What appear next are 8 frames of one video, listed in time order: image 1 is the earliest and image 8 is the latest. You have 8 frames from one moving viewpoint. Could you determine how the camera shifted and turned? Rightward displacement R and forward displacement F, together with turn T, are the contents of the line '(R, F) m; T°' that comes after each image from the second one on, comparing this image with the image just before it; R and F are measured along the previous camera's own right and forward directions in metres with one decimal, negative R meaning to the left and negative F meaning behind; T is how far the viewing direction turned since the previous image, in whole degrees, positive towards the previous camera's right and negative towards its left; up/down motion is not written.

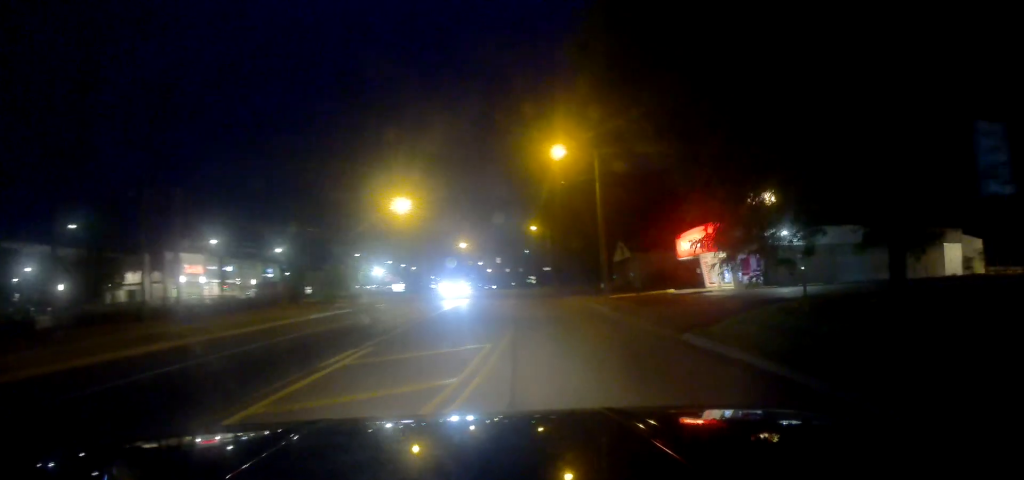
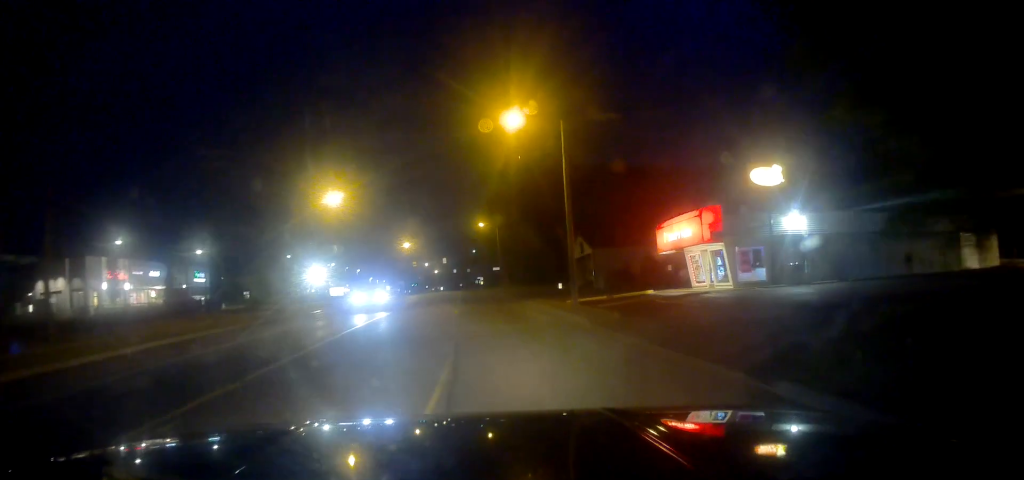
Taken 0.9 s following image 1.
(+0.5, +7.4) m; +6°
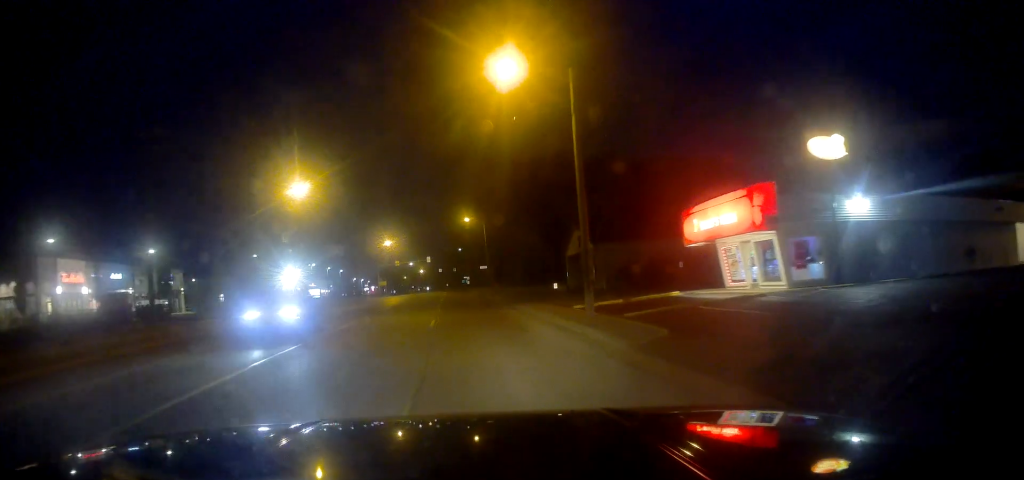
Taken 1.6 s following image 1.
(+0.3, +6.7) m; 0°
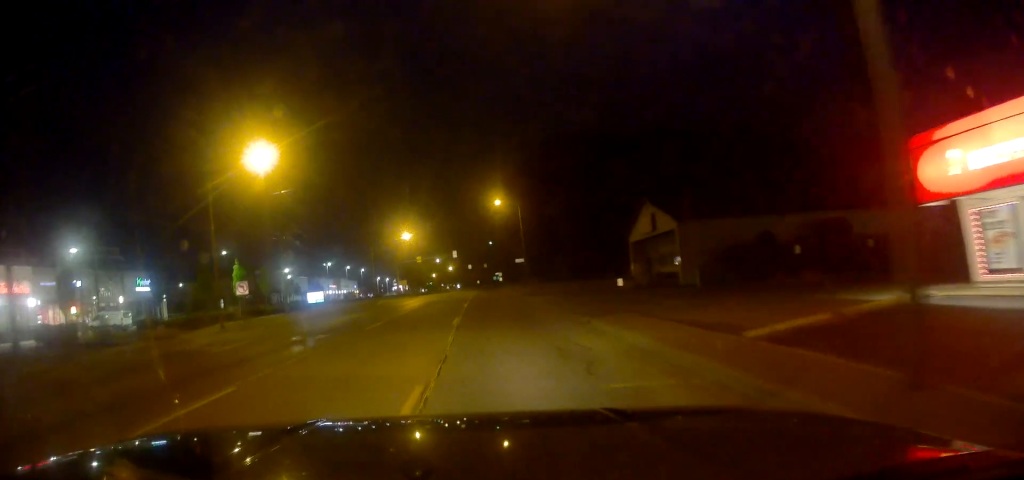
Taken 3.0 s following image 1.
(-0.4, +14.4) m; -3°
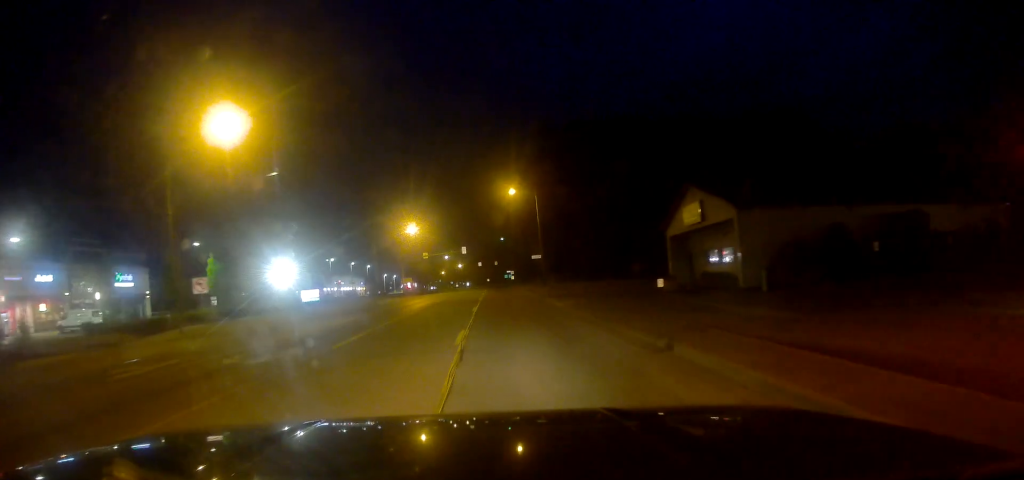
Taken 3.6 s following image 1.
(0.0, +6.8) m; -2°
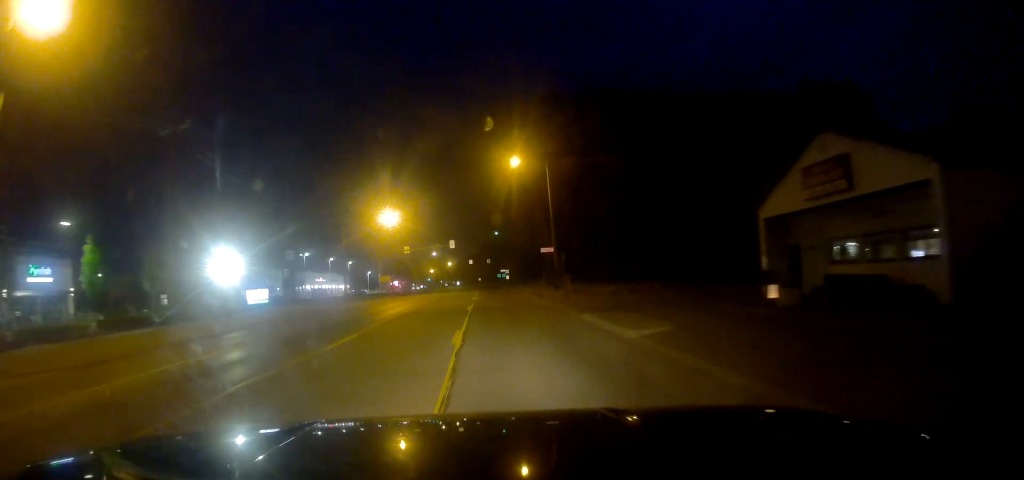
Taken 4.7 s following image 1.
(-0.4, +14.2) m; -1°
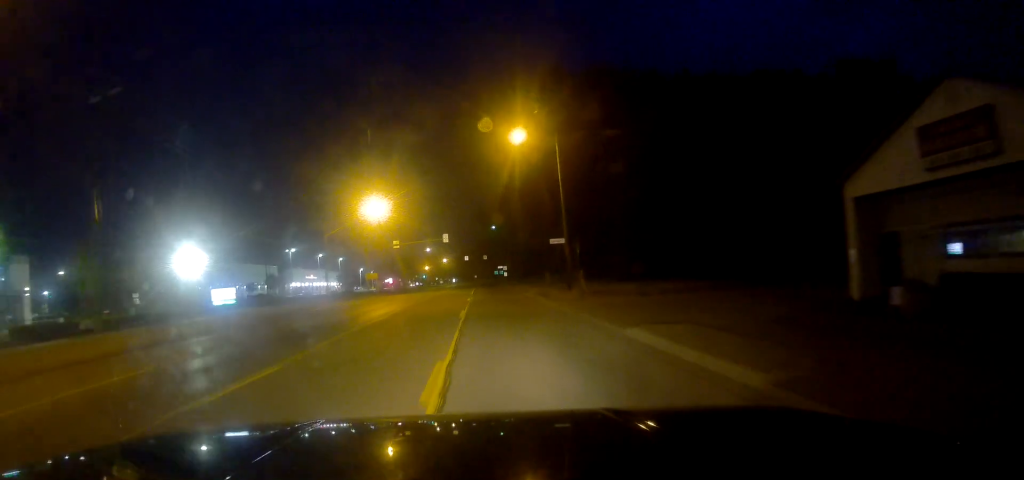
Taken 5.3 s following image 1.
(+0.1, +7.0) m; +1°
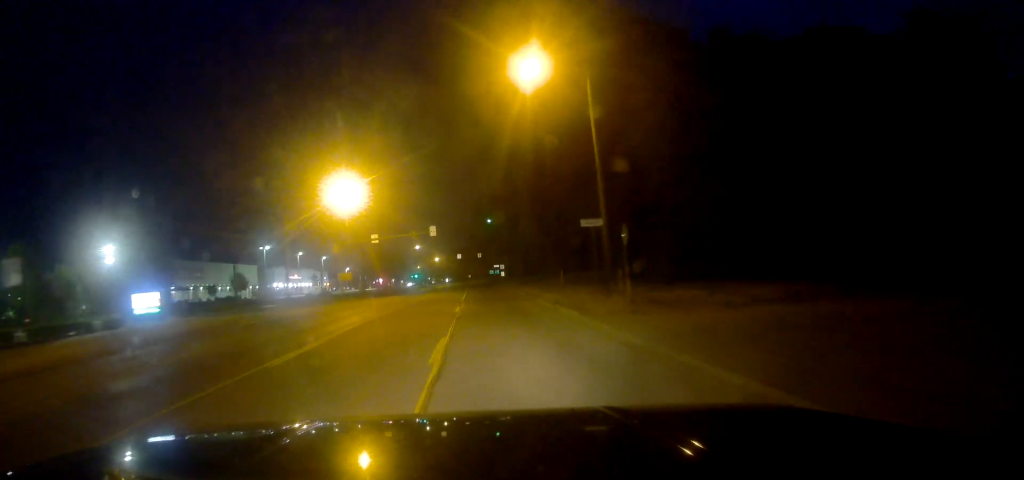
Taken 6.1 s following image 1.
(+0.3, +11.8) m; +2°
